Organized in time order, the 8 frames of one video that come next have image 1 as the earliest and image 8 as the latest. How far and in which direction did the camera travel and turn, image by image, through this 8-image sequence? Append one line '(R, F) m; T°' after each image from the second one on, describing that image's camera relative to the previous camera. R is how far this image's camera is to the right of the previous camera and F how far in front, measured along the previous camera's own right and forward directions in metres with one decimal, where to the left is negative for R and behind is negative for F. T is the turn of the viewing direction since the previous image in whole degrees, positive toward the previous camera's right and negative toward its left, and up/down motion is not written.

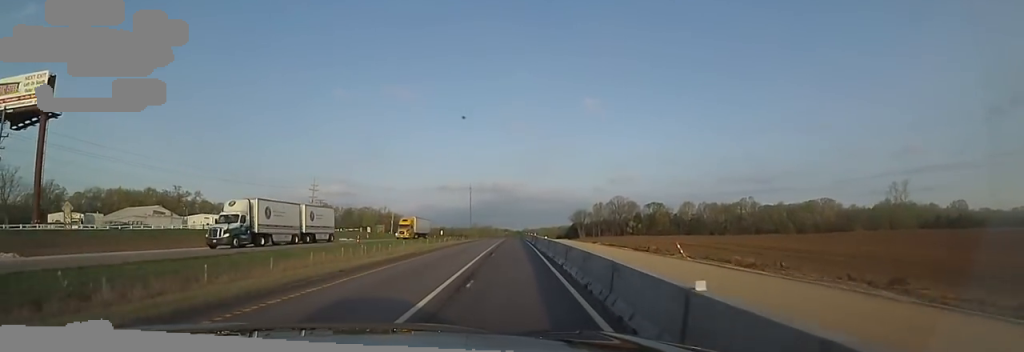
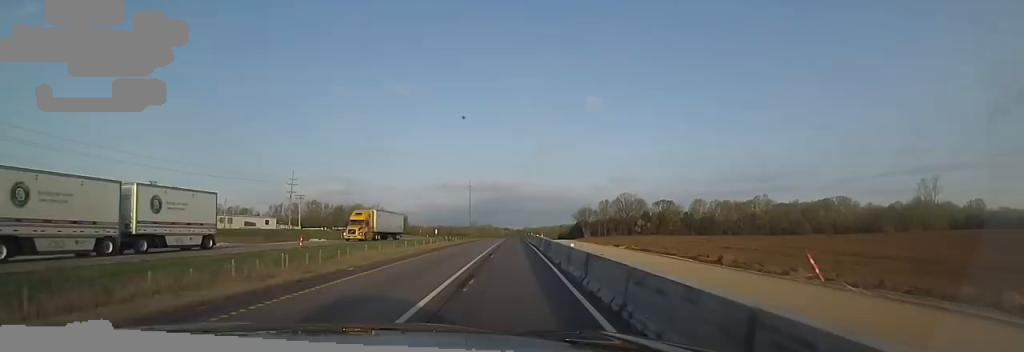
(-0.2, +12.9) m; +1°
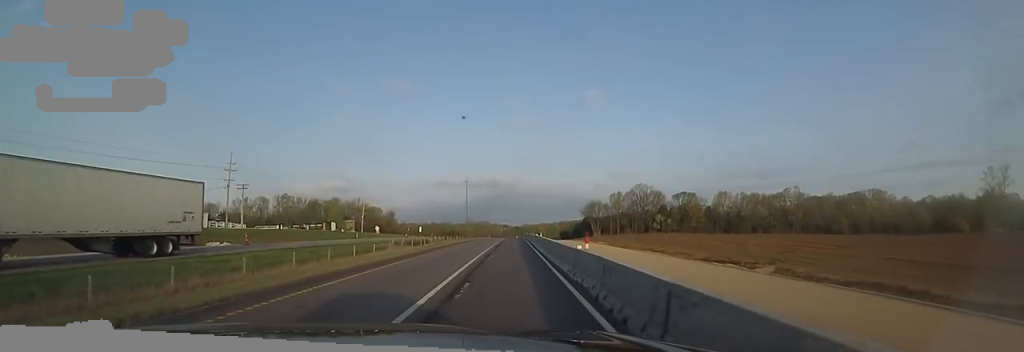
(+0.8, +25.8) m; +1°
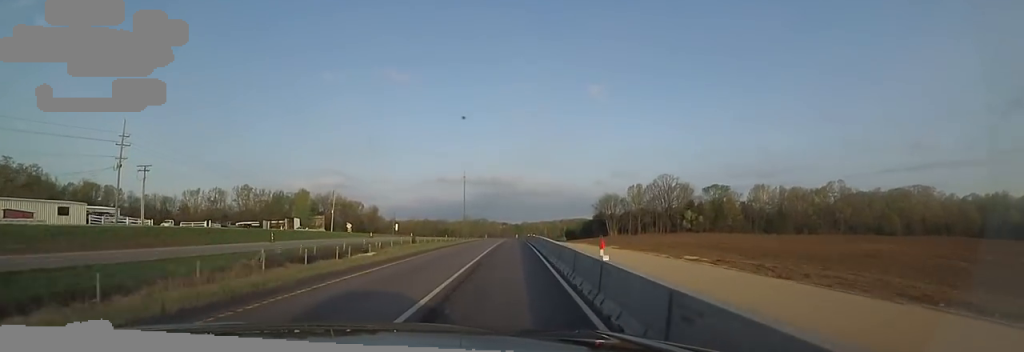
(-0.1, +27.7) m; -2°
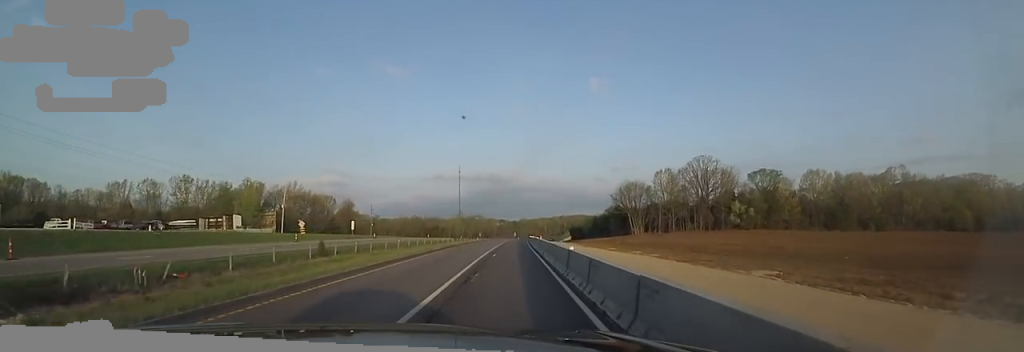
(-0.8, +29.8) m; -1°
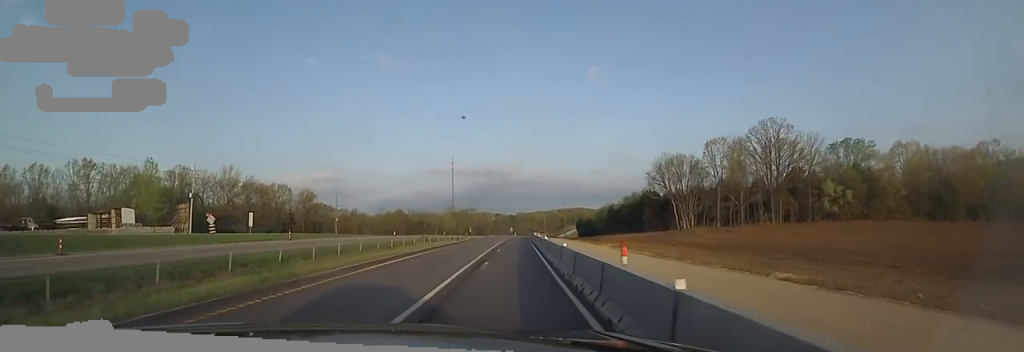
(0.0, +32.8) m; 0°
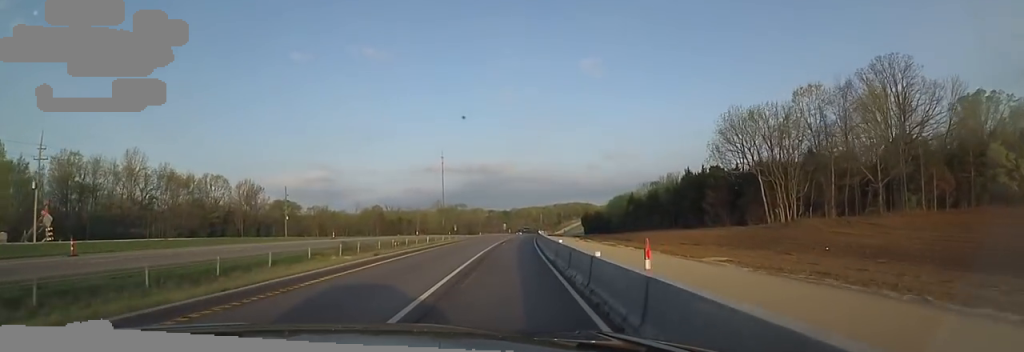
(0.0, +29.8) m; +2°
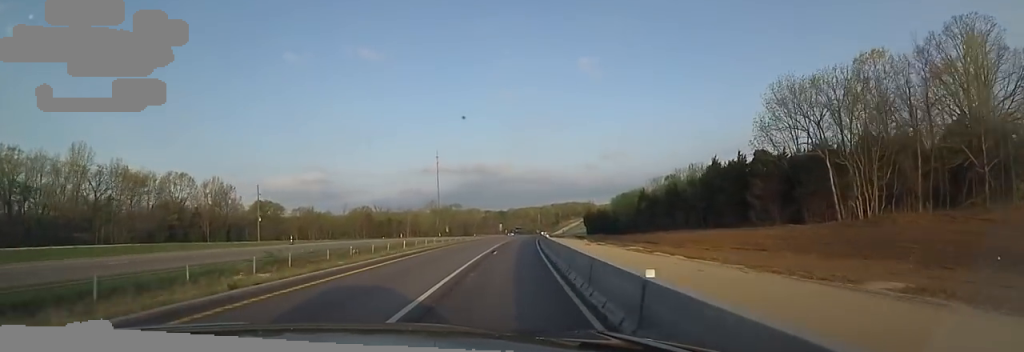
(-0.3, +11.9) m; +1°
